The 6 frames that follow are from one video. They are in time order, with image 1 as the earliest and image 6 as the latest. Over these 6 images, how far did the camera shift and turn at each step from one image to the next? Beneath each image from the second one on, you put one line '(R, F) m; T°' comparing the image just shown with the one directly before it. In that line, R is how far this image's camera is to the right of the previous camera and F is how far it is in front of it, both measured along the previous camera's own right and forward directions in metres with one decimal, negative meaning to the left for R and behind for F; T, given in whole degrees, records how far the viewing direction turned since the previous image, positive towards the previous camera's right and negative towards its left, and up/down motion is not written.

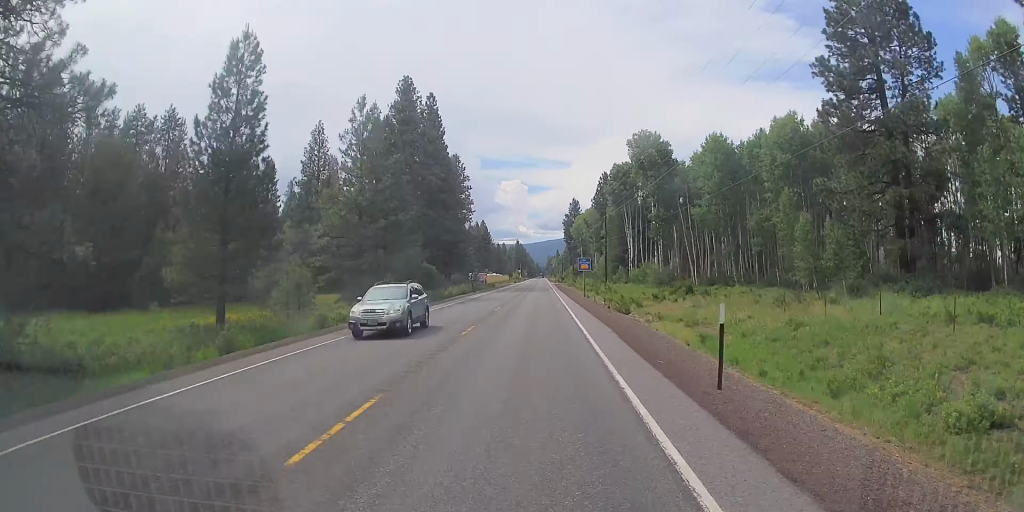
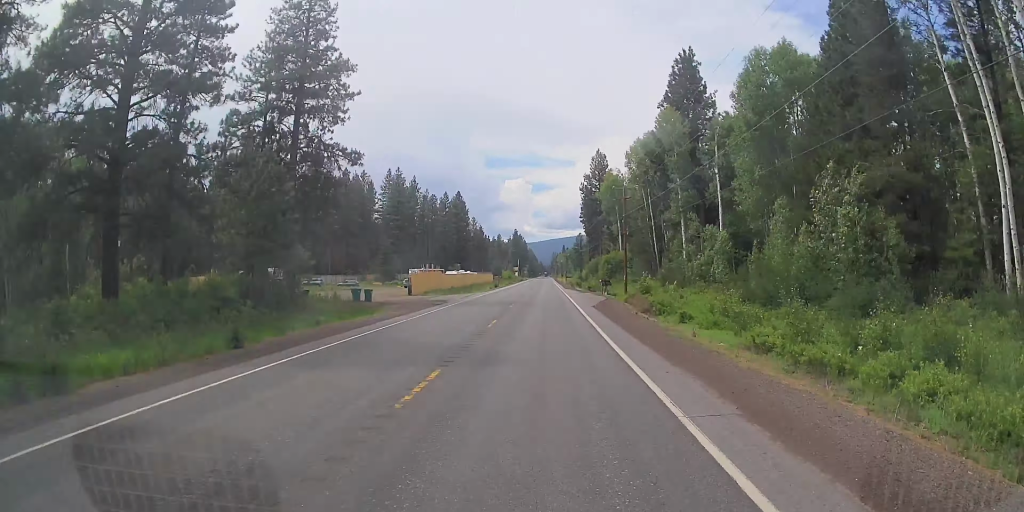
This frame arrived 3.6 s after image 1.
(+0.7, +98.6) m; 0°
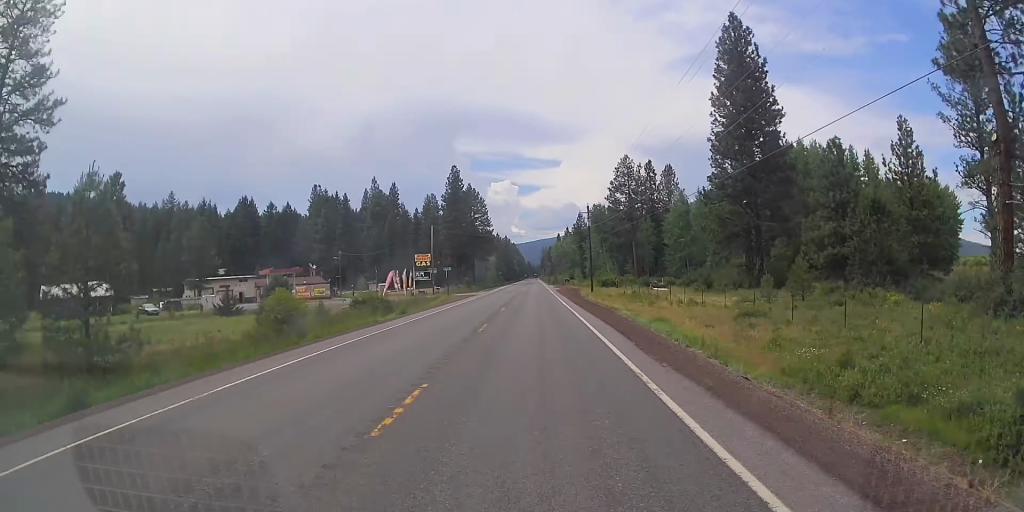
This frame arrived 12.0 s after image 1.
(-0.9, +237.0) m; 0°
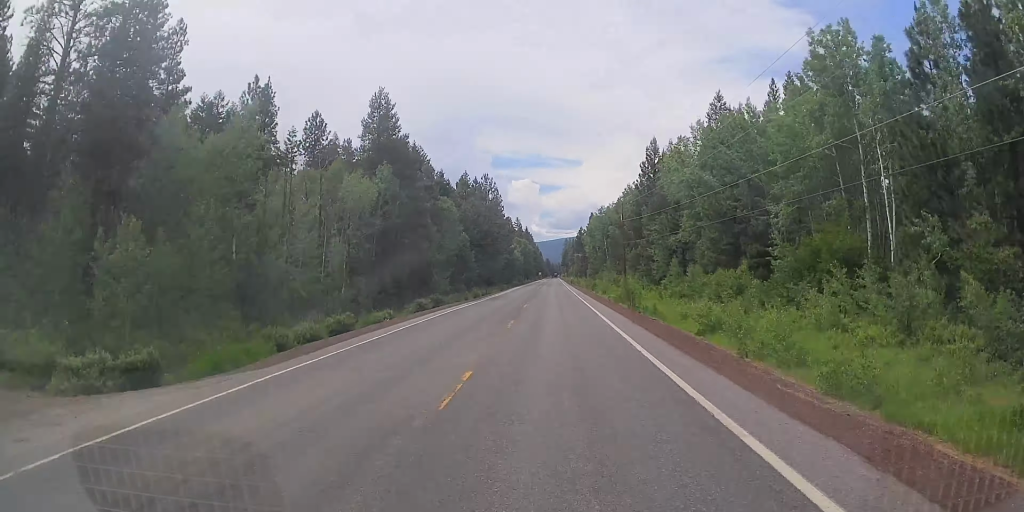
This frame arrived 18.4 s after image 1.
(-0.3, +176.2) m; 0°
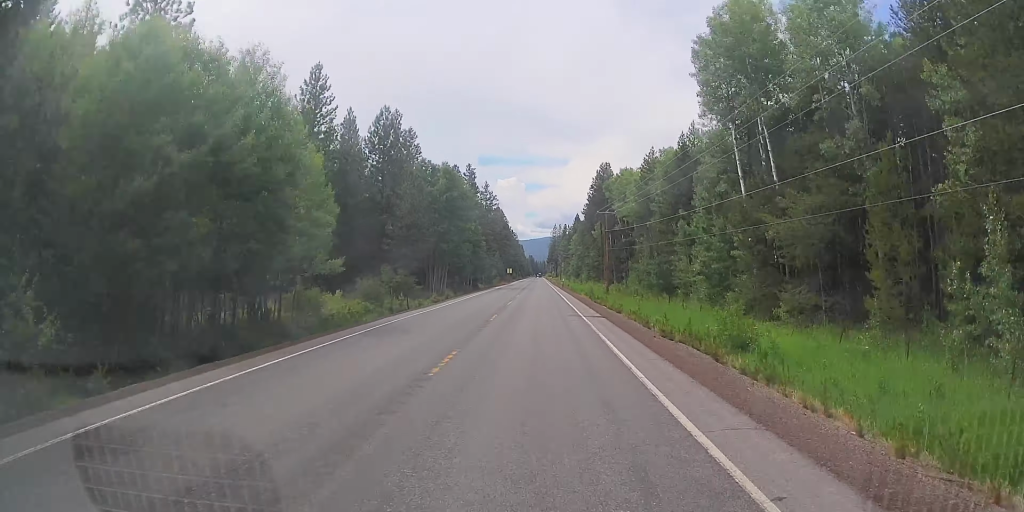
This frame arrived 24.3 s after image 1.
(+1.1, +156.2) m; +1°
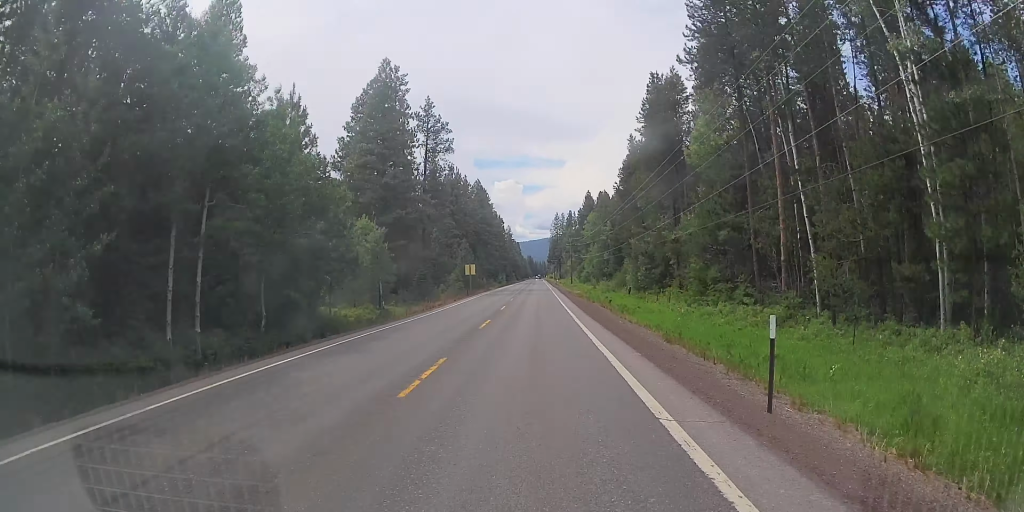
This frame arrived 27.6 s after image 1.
(+0.3, +88.0) m; 0°
